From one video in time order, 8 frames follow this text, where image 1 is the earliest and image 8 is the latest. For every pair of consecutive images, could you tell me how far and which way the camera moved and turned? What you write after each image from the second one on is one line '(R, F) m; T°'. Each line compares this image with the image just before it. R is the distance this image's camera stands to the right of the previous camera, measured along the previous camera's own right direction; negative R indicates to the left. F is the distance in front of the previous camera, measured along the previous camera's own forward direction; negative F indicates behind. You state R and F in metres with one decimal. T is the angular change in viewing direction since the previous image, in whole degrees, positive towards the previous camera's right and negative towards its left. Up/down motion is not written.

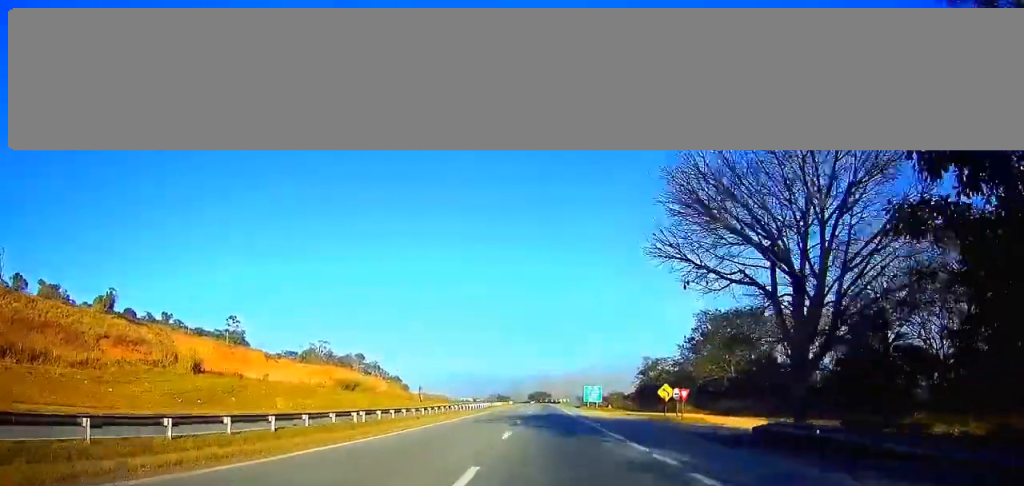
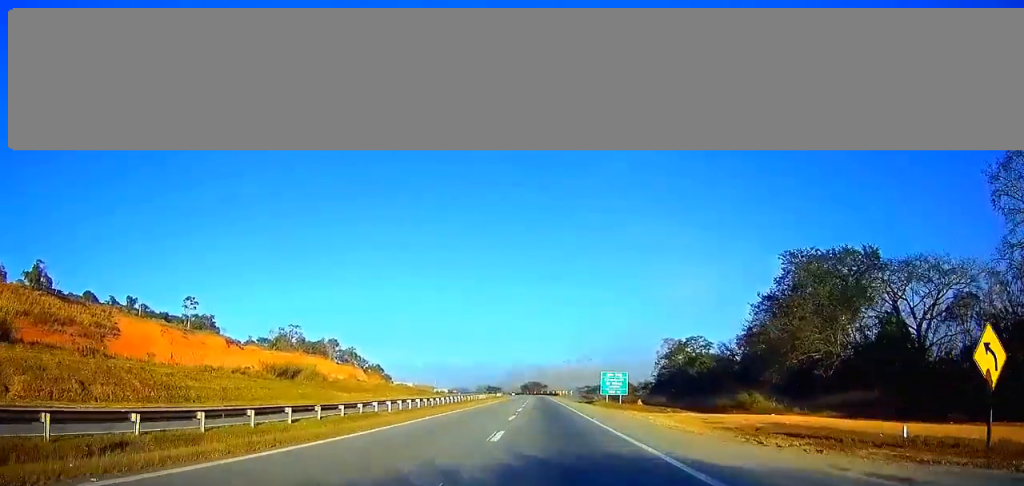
(-0.1, +39.5) m; 0°
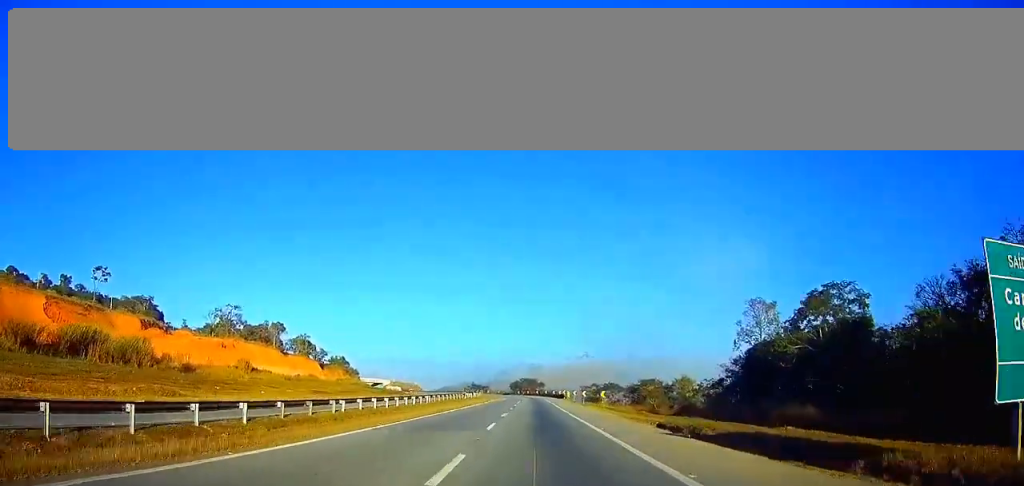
(+0.3, +67.6) m; +1°
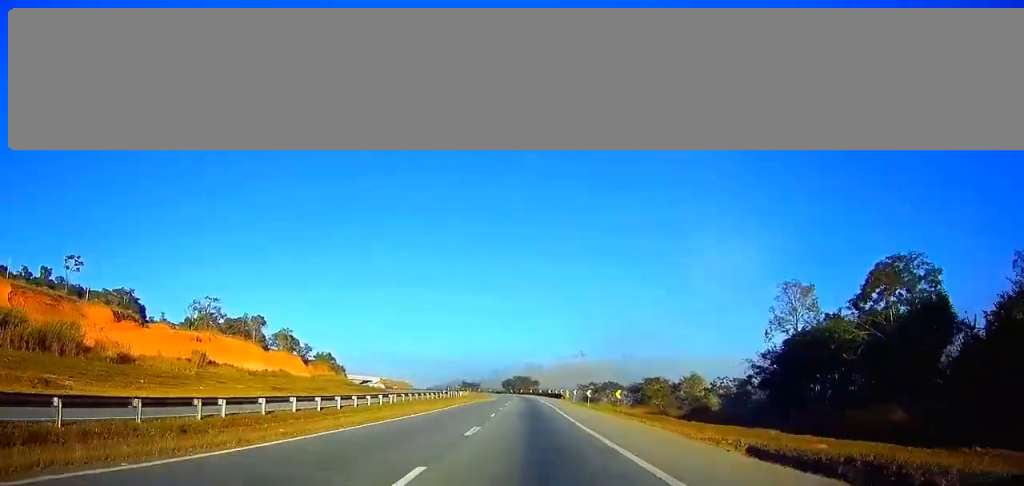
(0.0, +15.1) m; 0°
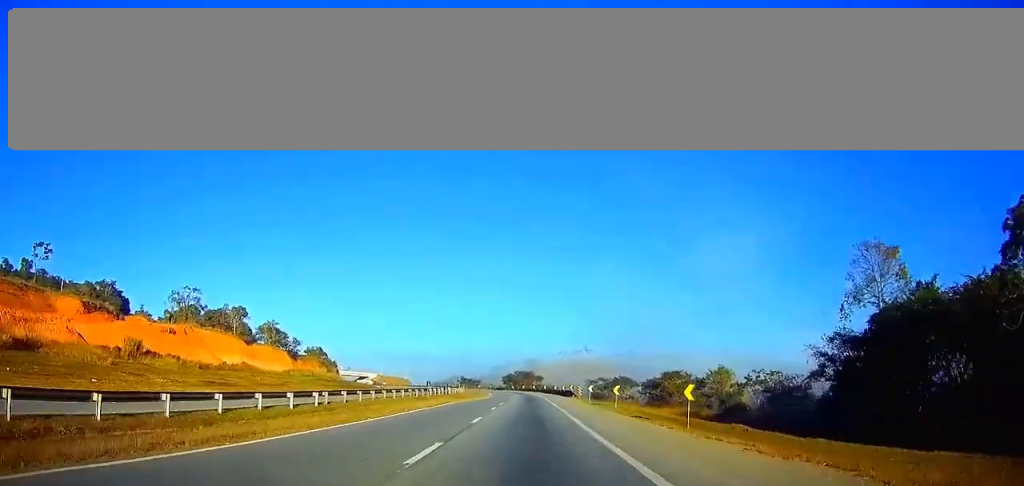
(+0.1, +20.0) m; 0°
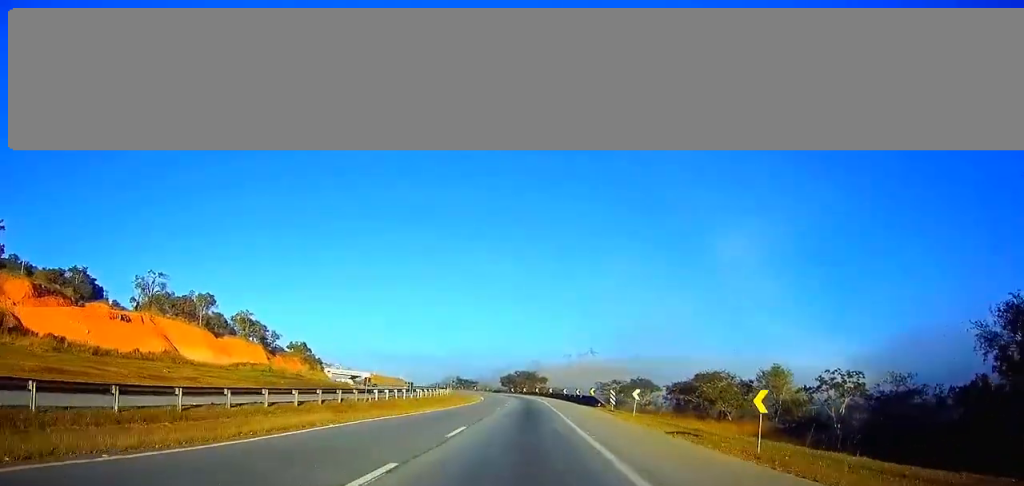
(-0.1, +28.5) m; 0°
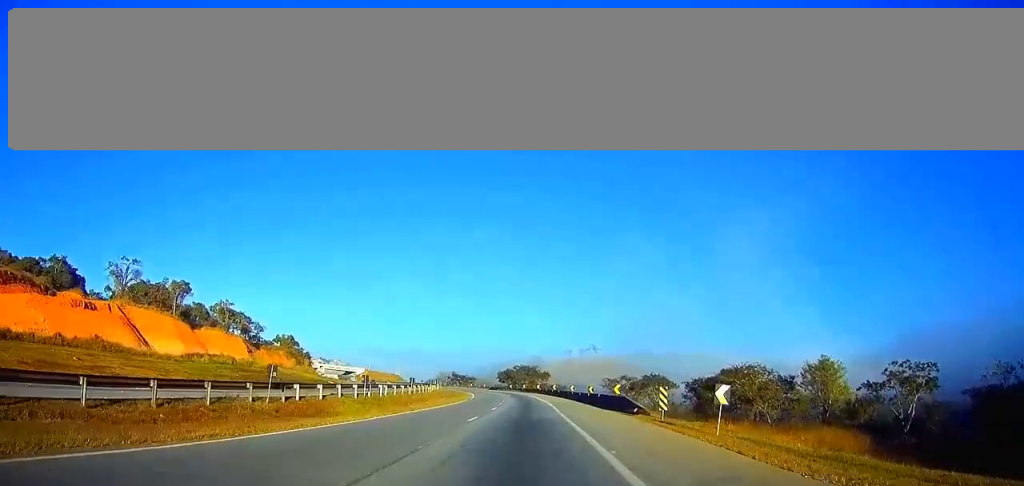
(0.0, +17.4) m; 0°
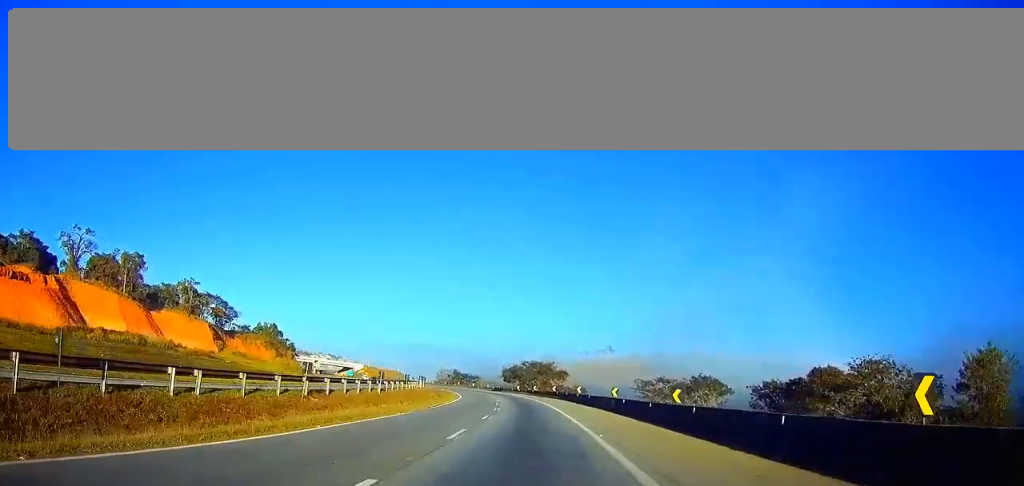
(-0.2, +33.6) m; -1°
